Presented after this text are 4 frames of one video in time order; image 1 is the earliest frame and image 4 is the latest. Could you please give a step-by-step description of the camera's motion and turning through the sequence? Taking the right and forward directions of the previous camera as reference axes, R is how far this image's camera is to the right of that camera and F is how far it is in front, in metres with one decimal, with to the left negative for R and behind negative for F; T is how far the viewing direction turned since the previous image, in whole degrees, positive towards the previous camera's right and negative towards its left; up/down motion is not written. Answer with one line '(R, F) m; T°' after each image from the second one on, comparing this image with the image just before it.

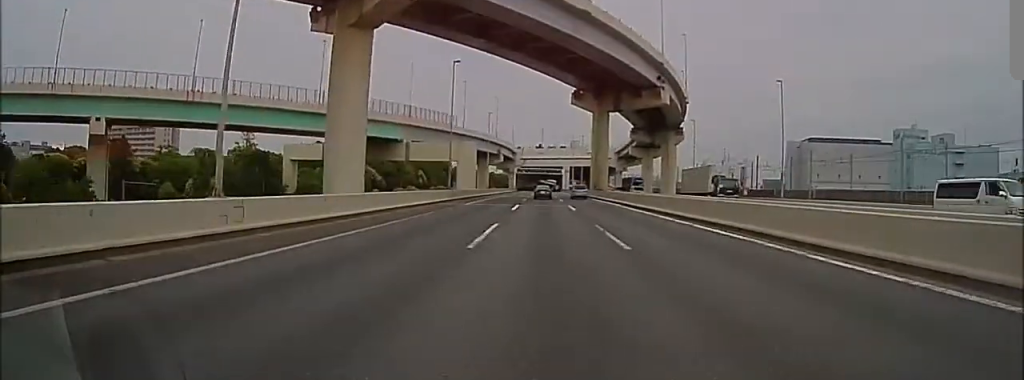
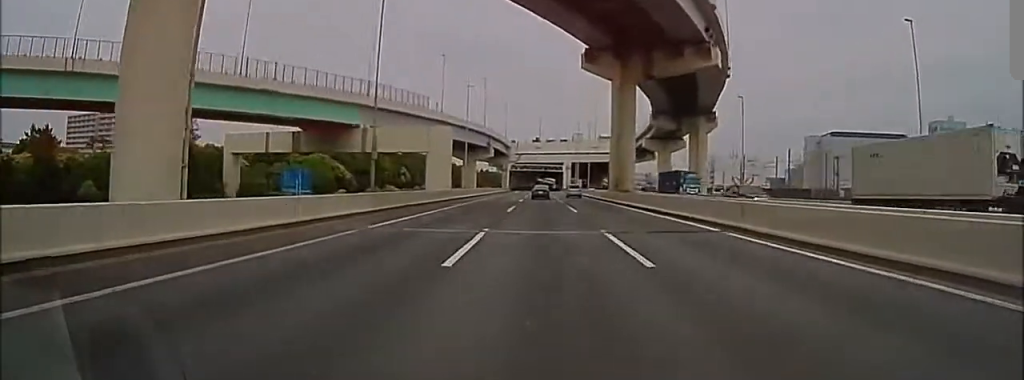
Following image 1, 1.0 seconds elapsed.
(+1.0, +23.5) m; +2°
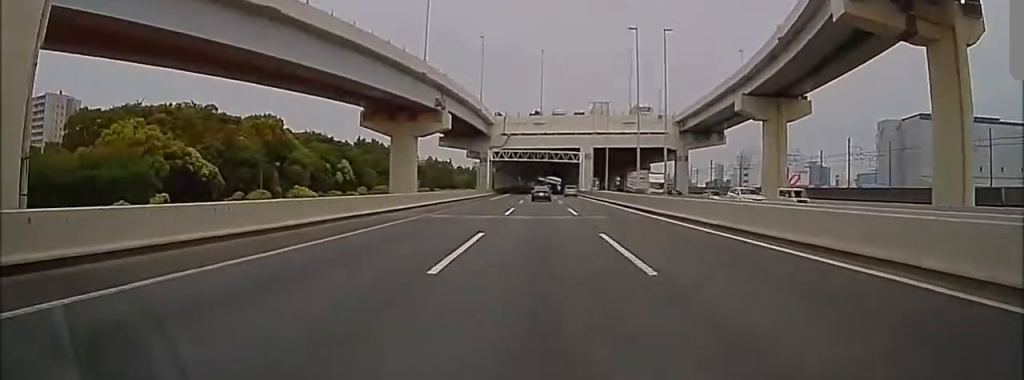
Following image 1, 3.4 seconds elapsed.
(-10.7, +61.0) m; -9°
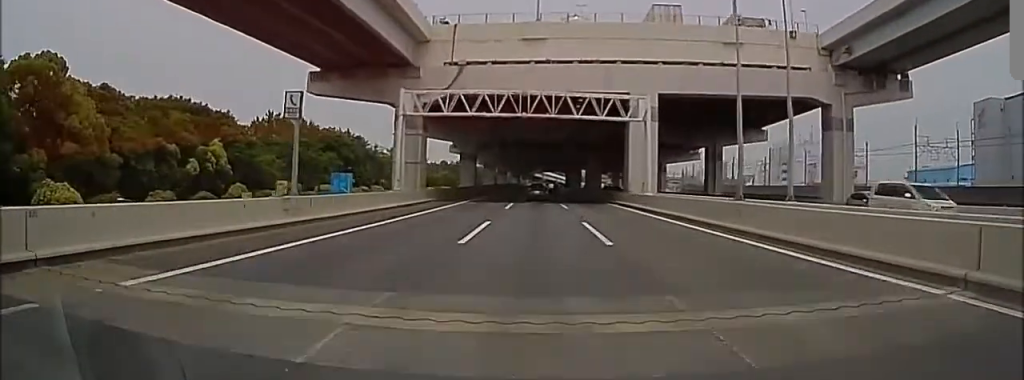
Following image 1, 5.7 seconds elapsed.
(+2.7, +58.2) m; -3°
